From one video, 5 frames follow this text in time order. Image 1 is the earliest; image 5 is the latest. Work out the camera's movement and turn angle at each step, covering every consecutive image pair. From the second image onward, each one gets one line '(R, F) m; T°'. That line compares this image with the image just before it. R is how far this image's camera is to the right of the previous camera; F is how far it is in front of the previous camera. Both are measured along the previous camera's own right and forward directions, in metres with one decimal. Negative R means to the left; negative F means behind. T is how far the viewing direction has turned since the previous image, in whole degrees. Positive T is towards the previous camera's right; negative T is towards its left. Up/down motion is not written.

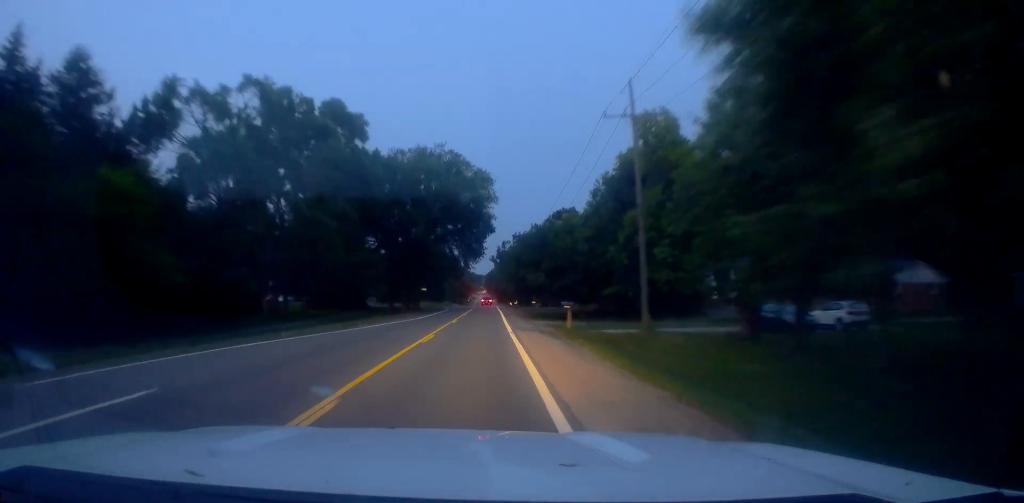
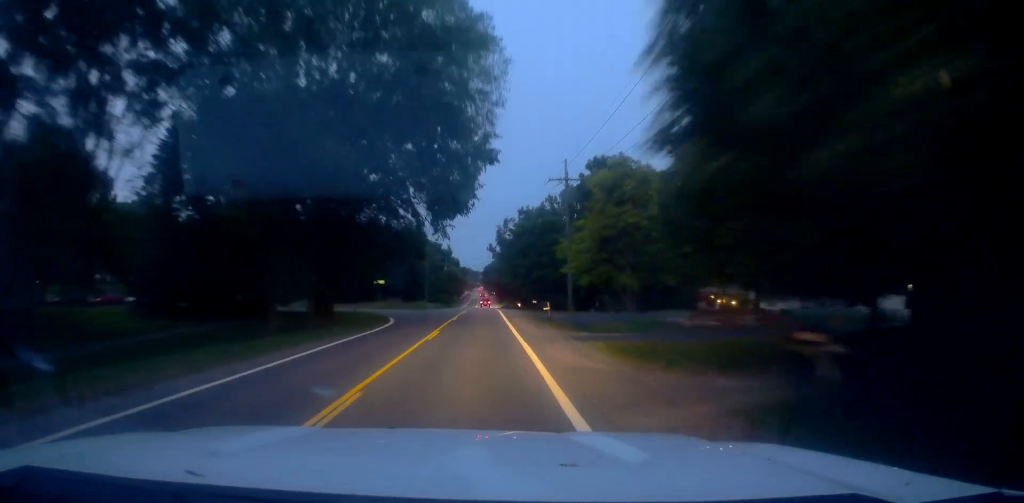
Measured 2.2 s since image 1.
(+0.5, +44.7) m; +1°
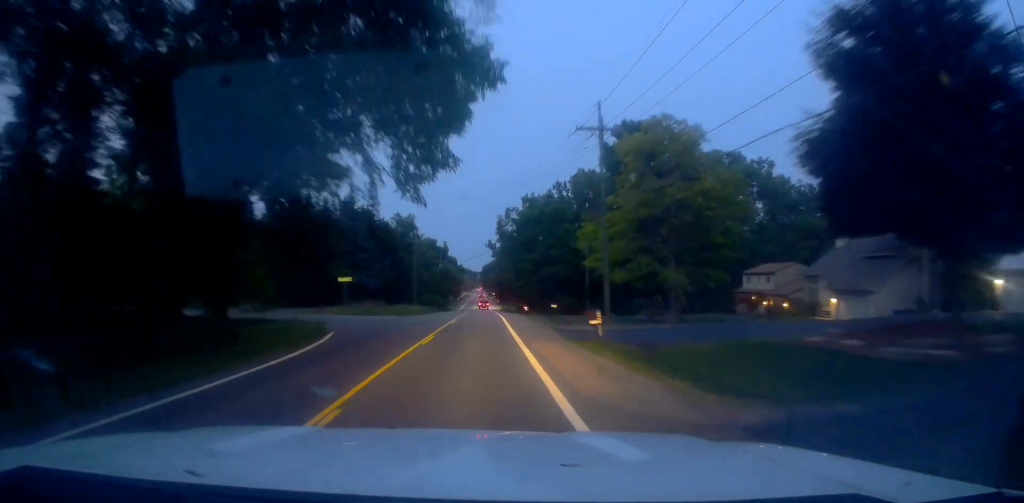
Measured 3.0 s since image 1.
(-0.3, +16.3) m; 0°
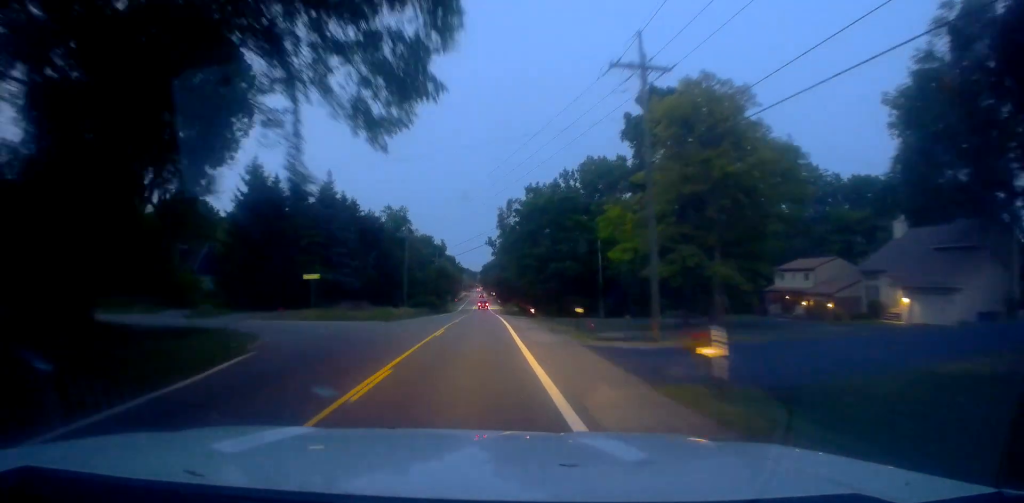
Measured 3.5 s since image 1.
(+0.3, +10.8) m; +1°
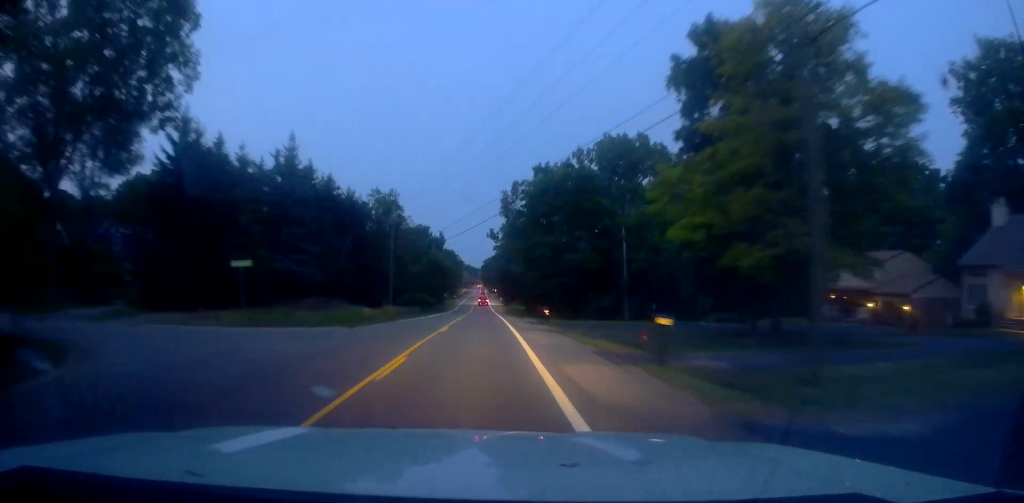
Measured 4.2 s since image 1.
(0.0, +13.0) m; 0°
